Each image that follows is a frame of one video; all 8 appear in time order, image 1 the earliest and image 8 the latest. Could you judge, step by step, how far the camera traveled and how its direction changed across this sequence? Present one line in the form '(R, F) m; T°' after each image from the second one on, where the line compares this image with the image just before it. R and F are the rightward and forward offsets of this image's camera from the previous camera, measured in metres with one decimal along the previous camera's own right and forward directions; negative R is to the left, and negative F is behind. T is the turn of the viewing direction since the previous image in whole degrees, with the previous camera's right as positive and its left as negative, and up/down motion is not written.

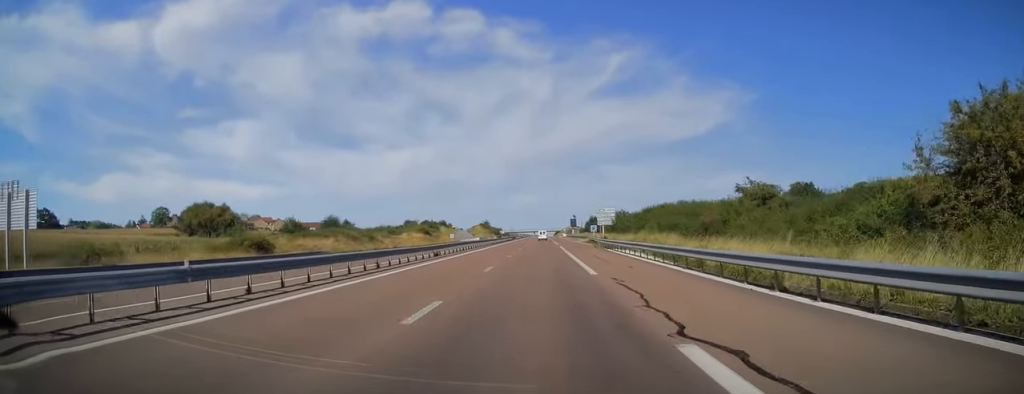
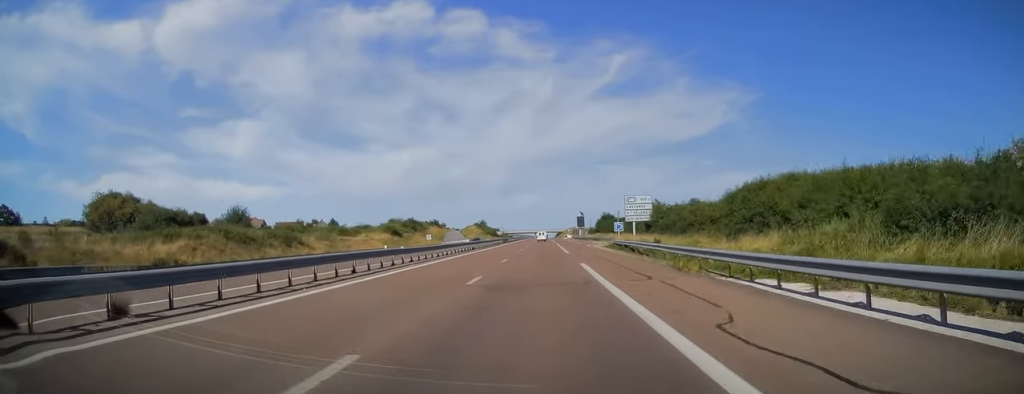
(+0.2, +31.5) m; 0°
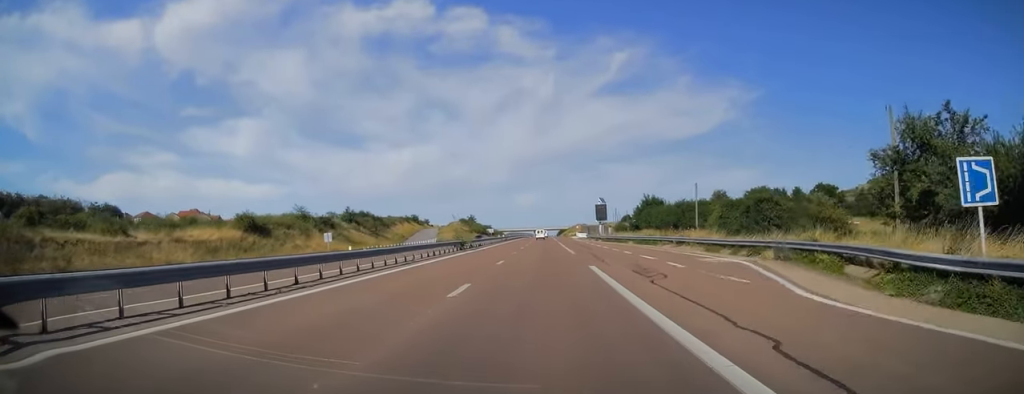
(-0.4, +55.8) m; 0°
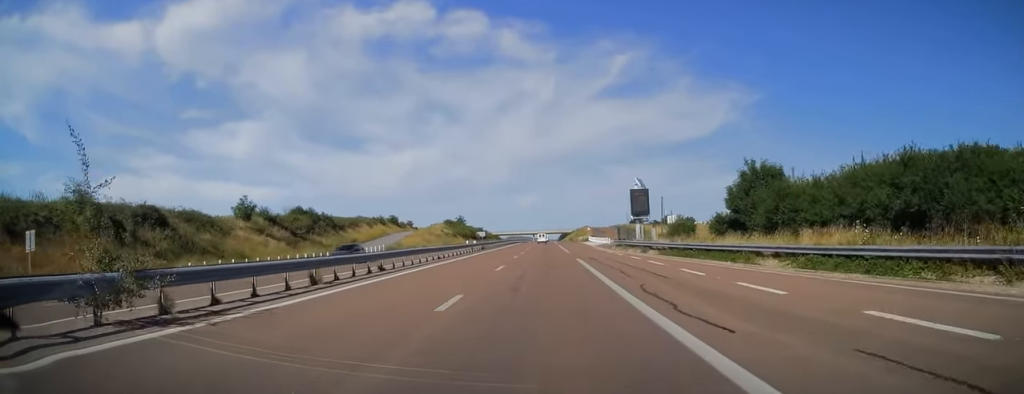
(+0.1, +40.8) m; 0°
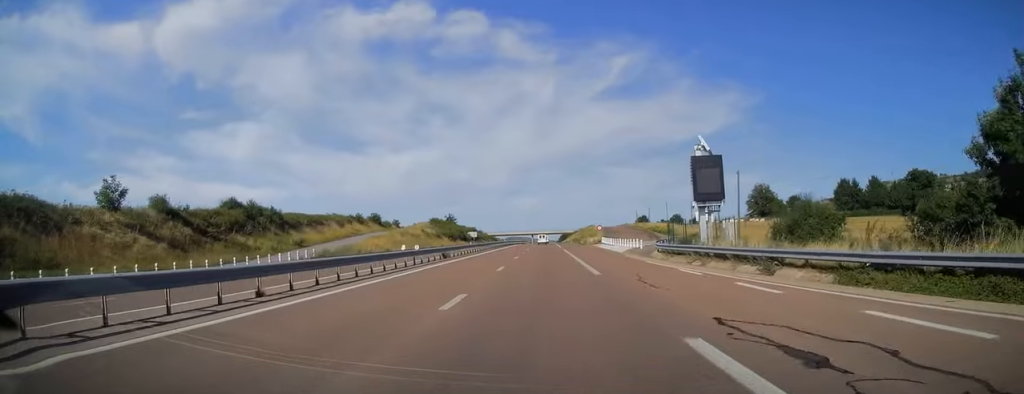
(-0.2, +25.7) m; 0°
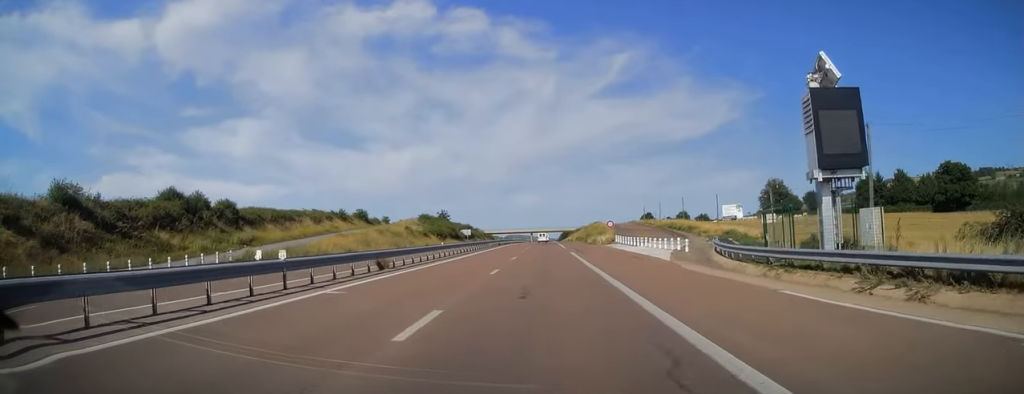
(-0.1, +16.5) m; 0°
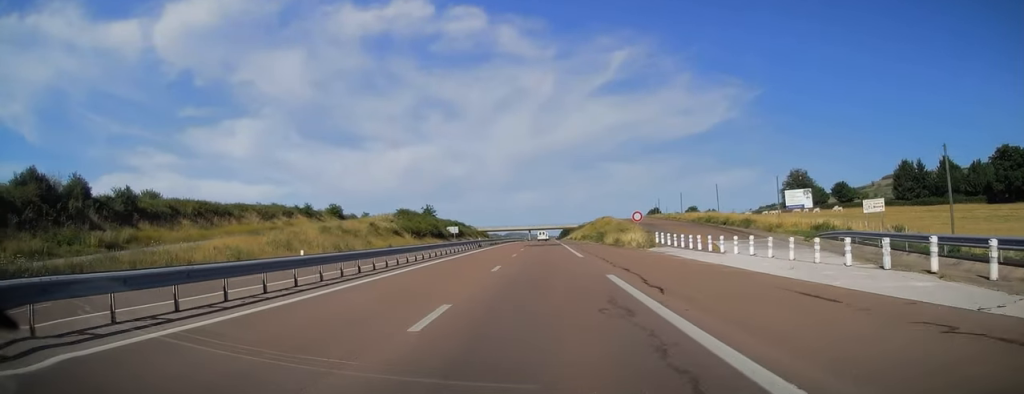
(+0.3, +25.3) m; 0°
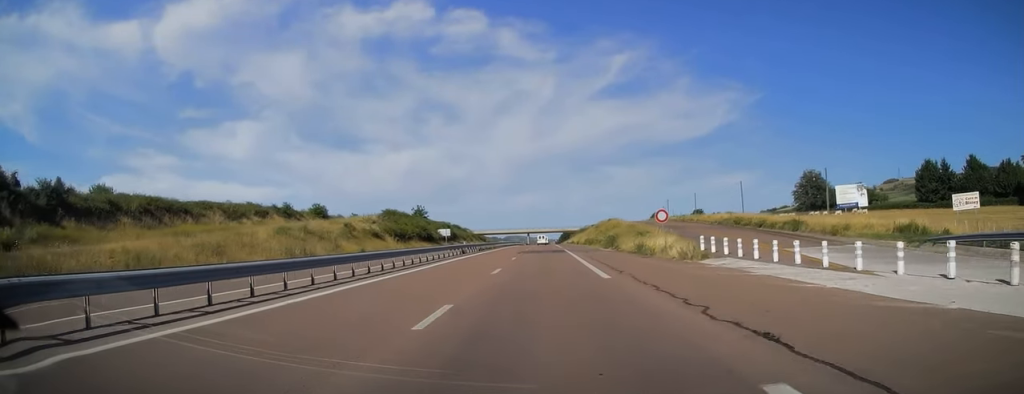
(-0.1, +12.7) m; 0°
